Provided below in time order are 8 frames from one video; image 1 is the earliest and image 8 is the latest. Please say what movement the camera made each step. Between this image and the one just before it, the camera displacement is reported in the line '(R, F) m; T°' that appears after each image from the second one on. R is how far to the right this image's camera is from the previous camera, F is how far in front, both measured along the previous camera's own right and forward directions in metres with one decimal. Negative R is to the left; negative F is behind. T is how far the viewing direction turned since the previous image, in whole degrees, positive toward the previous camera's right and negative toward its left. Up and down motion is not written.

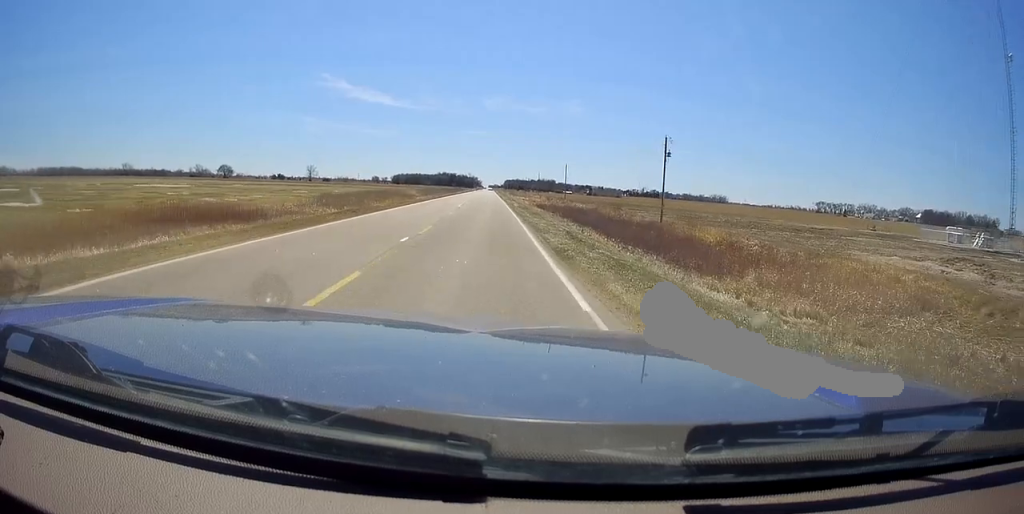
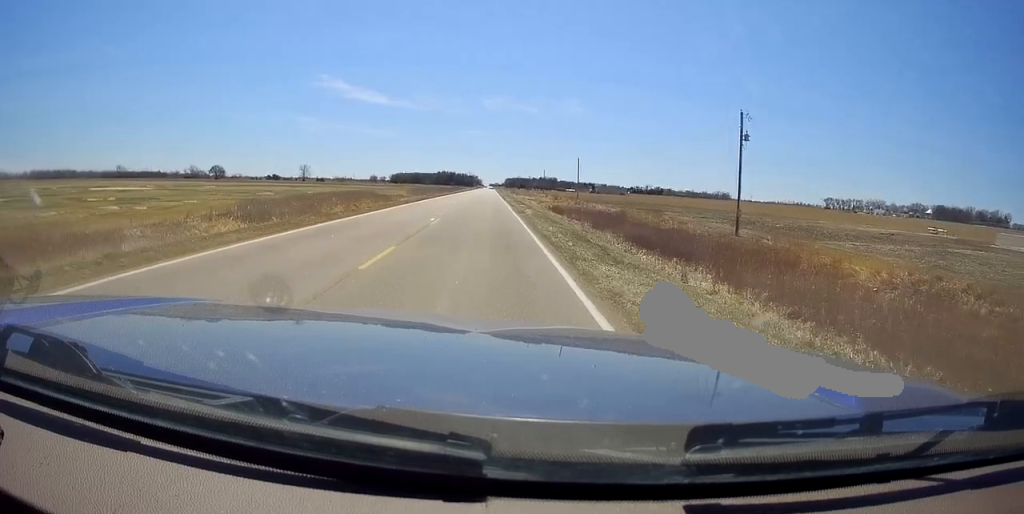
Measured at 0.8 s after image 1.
(+0.3, +19.7) m; +1°
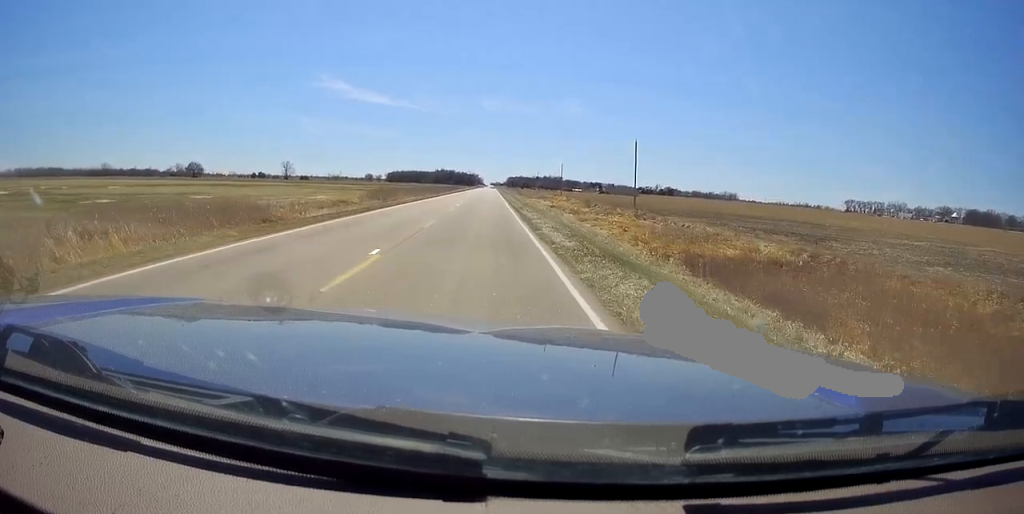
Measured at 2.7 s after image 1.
(0.0, +48.0) m; 0°
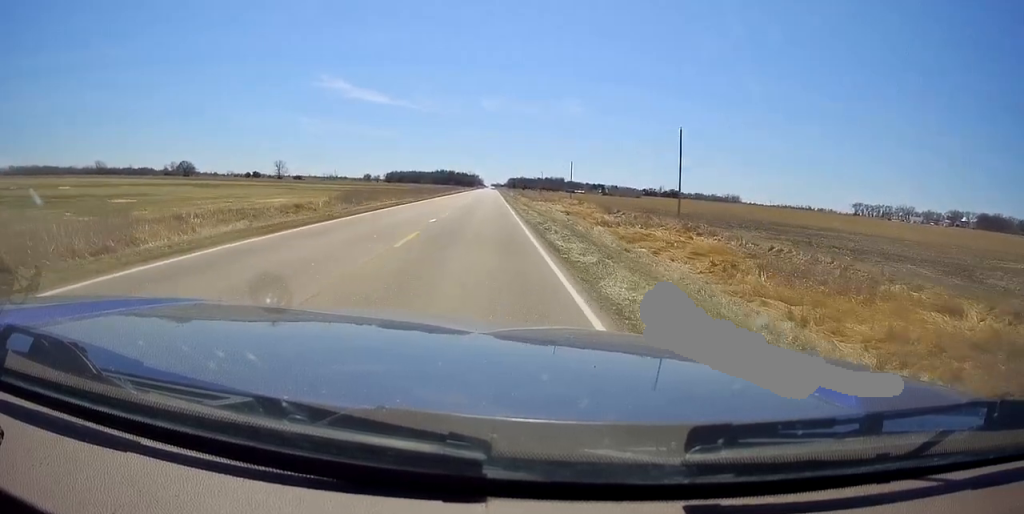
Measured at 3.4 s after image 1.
(0.0, +17.5) m; 0°
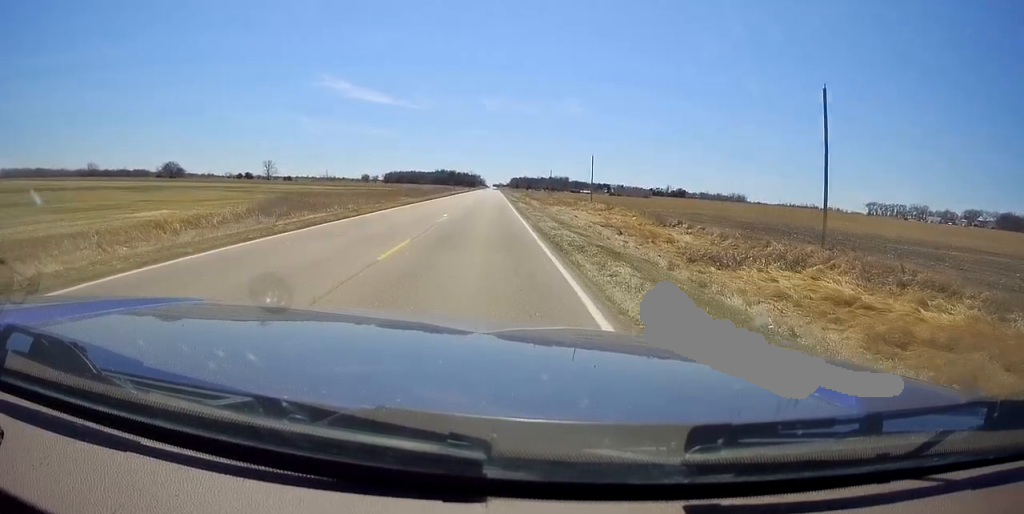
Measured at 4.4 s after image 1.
(0.0, +25.9) m; 0°
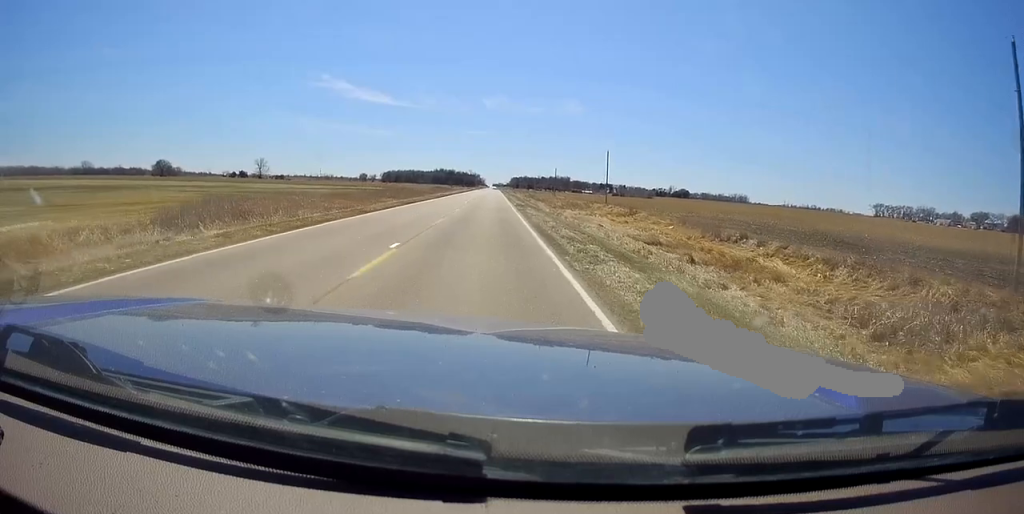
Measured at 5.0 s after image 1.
(0.0, +14.7) m; 0°
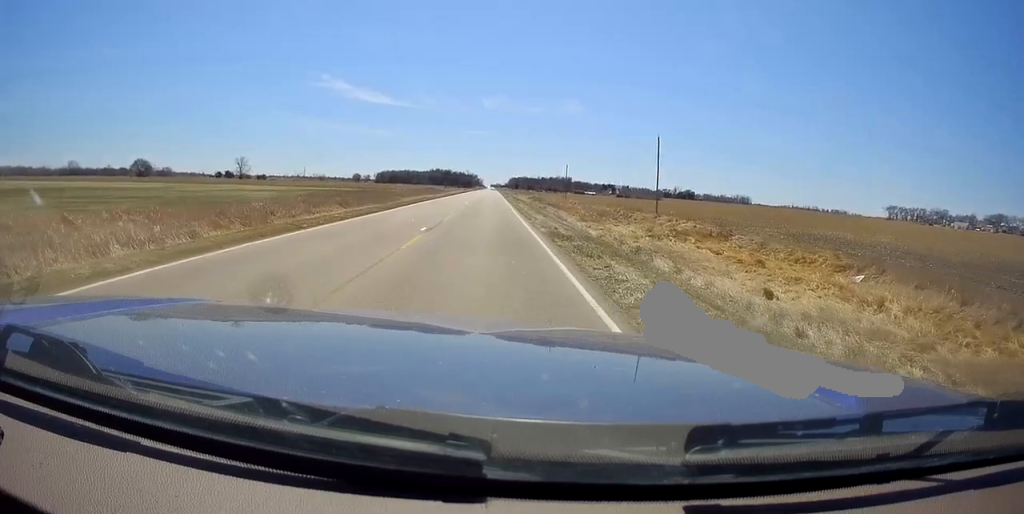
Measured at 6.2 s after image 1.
(0.0, +30.3) m; 0°
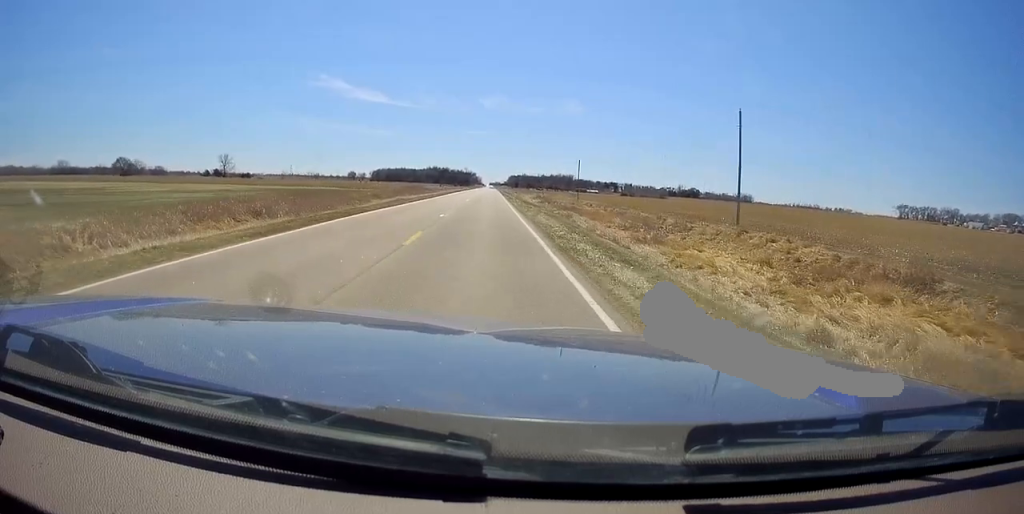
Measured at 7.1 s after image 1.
(0.0, +22.6) m; 0°
